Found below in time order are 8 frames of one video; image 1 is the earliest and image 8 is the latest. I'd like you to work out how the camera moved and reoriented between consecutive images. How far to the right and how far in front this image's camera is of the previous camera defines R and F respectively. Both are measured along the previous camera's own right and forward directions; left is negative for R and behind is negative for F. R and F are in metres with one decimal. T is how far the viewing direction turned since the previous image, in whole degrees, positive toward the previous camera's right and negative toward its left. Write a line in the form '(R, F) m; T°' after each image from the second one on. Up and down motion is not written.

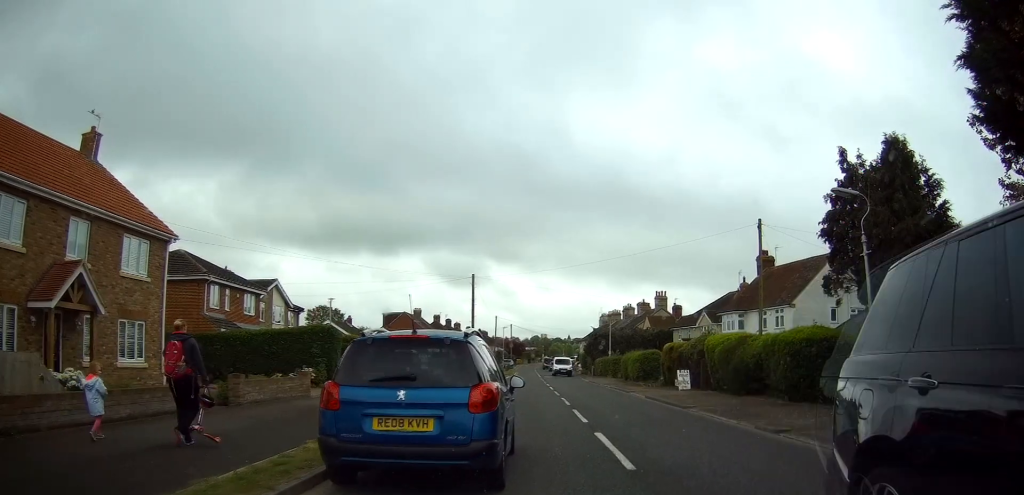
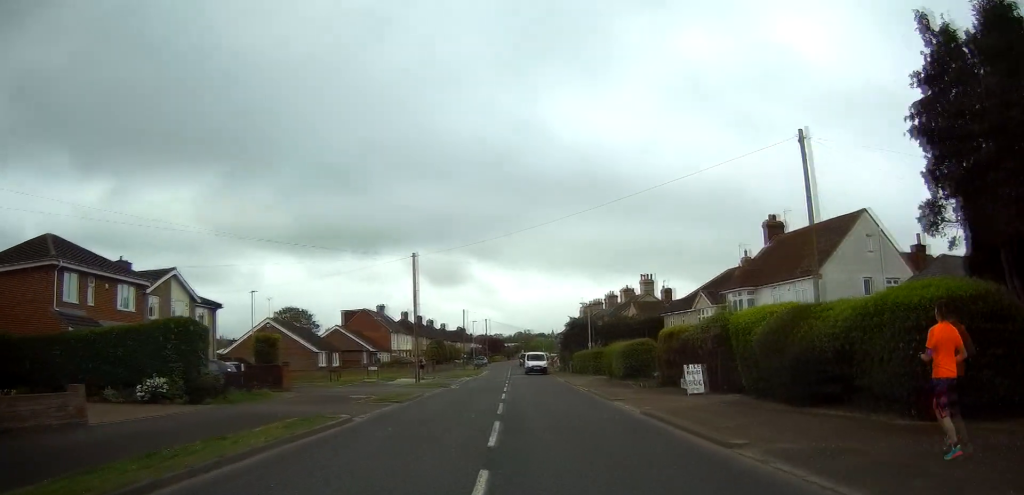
(-0.5, +9.1) m; -7°
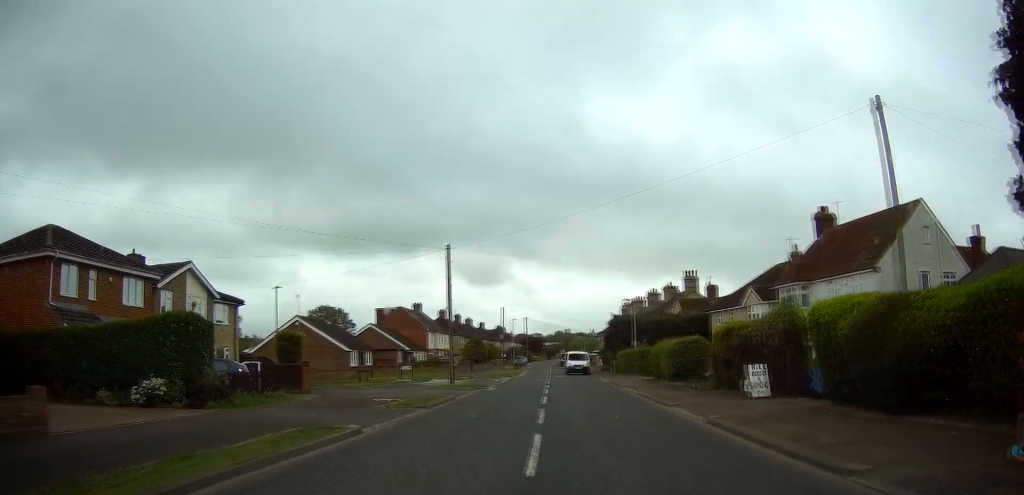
(-0.1, +2.3) m; -2°
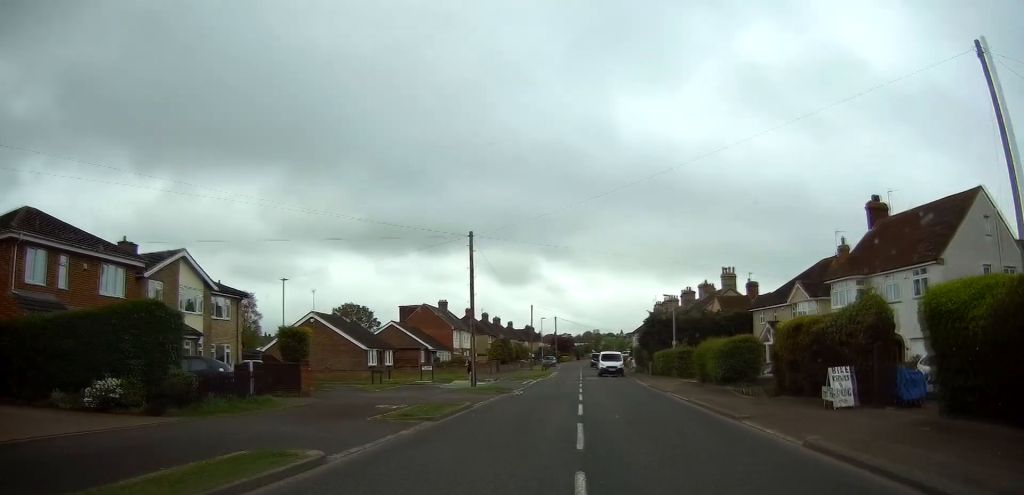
(-0.2, +3.5) m; -3°
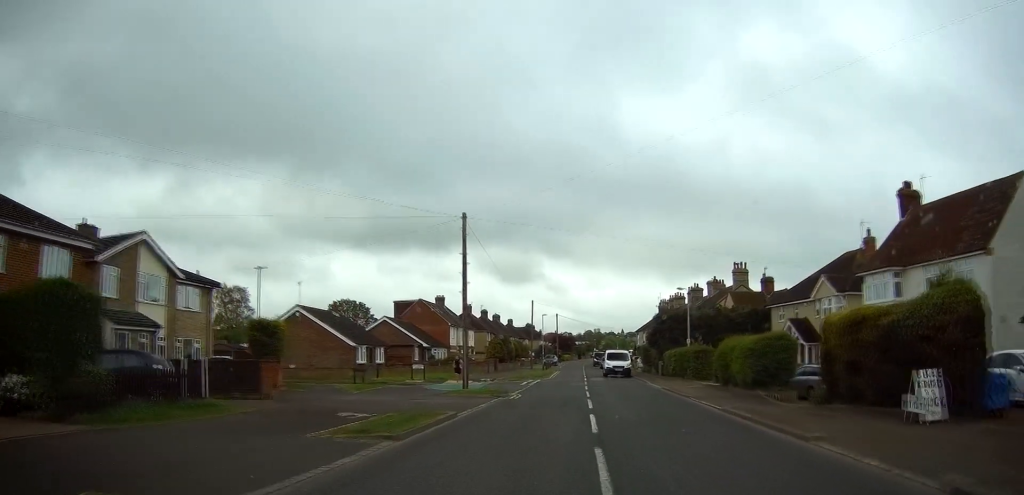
(-0.1, +3.7) m; -1°
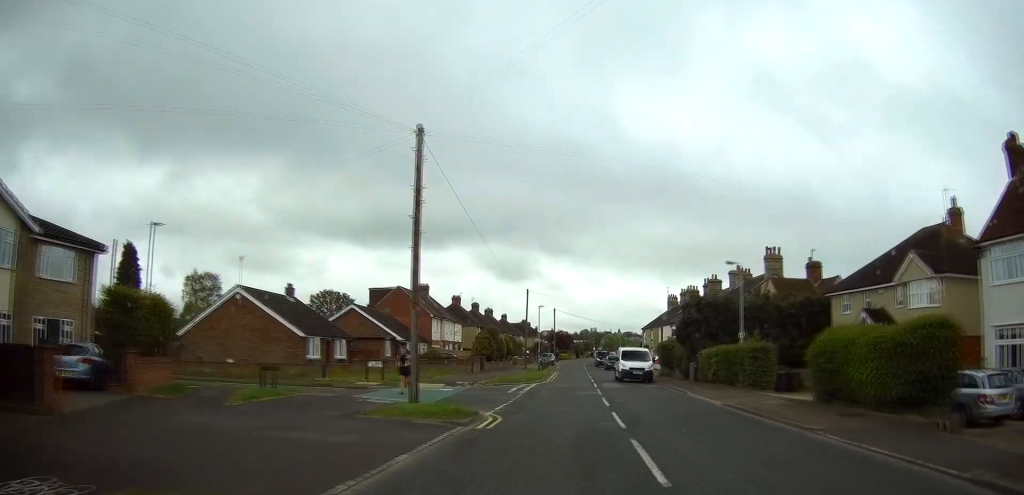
(+0.2, +10.5) m; +2°
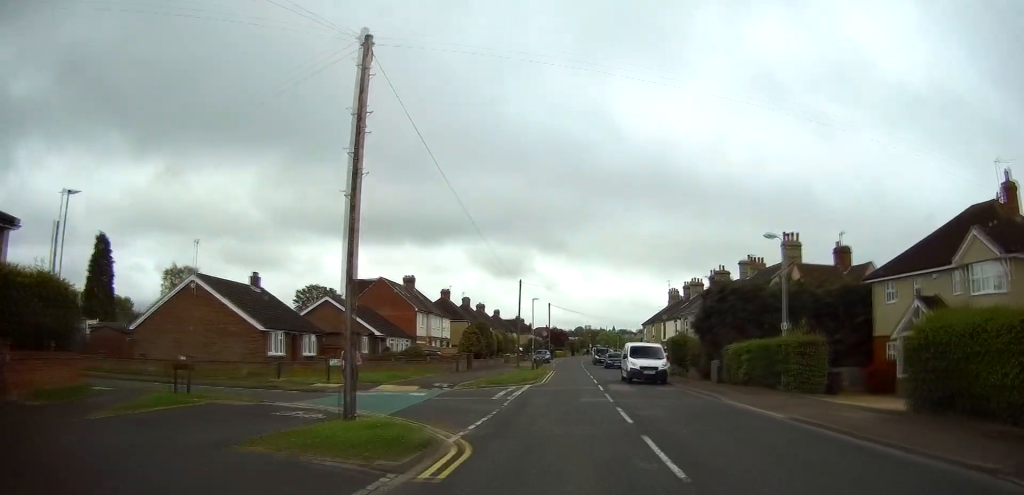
(+0.1, +5.5) m; +1°
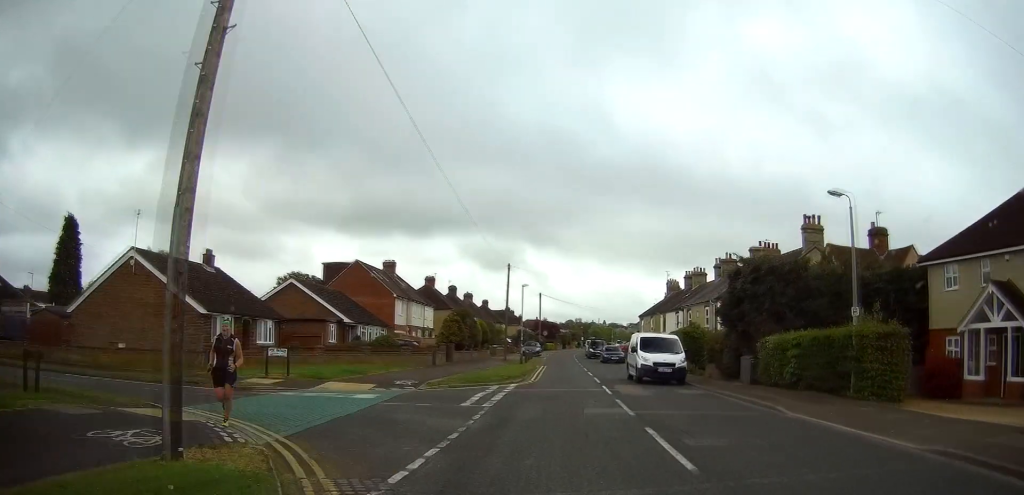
(0.0, +5.8) m; +1°
